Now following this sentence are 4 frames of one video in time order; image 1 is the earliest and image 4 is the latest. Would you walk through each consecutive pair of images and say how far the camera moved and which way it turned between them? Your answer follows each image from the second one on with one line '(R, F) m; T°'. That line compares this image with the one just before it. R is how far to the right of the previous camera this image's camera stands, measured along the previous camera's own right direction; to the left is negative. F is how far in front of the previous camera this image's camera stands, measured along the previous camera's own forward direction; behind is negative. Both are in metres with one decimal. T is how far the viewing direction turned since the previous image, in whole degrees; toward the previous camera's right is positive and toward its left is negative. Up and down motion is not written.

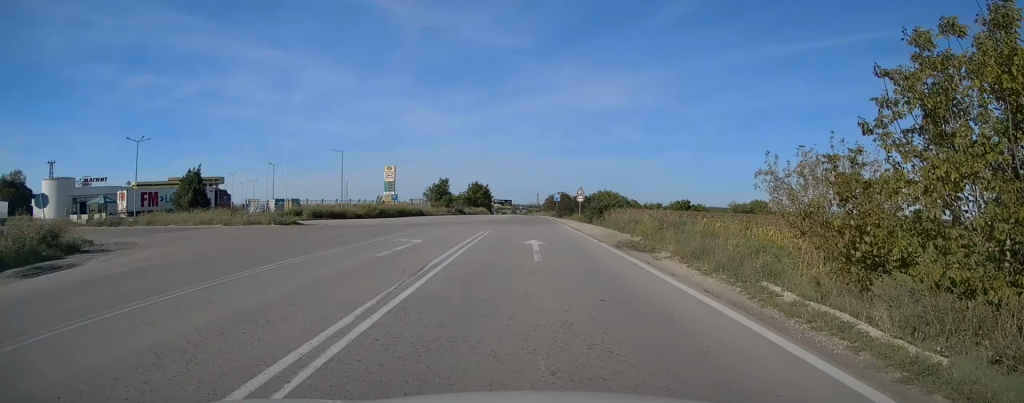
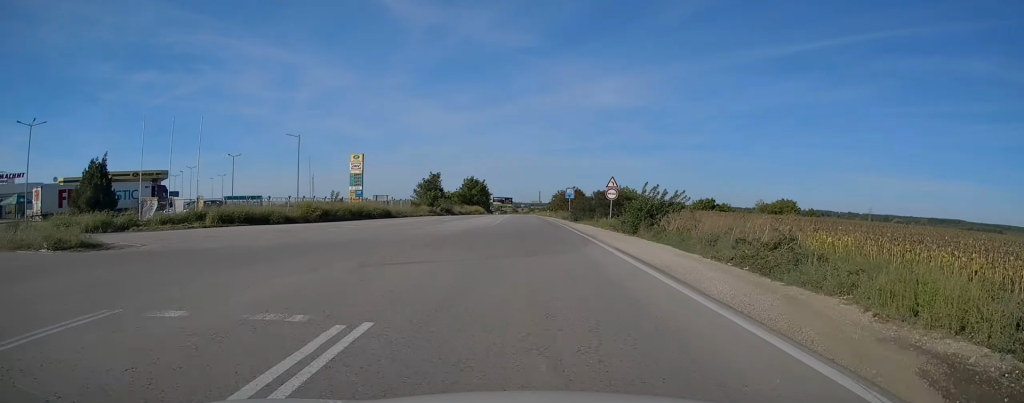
(+0.3, +19.2) m; 0°
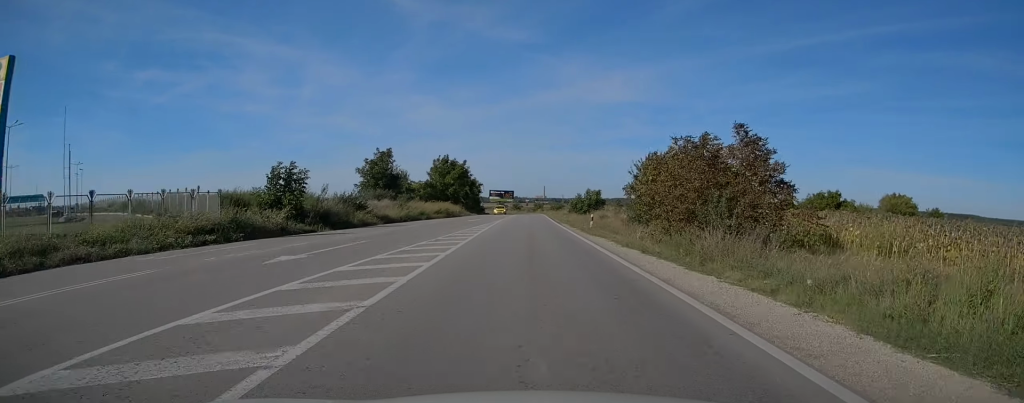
(-0.5, +54.2) m; -1°
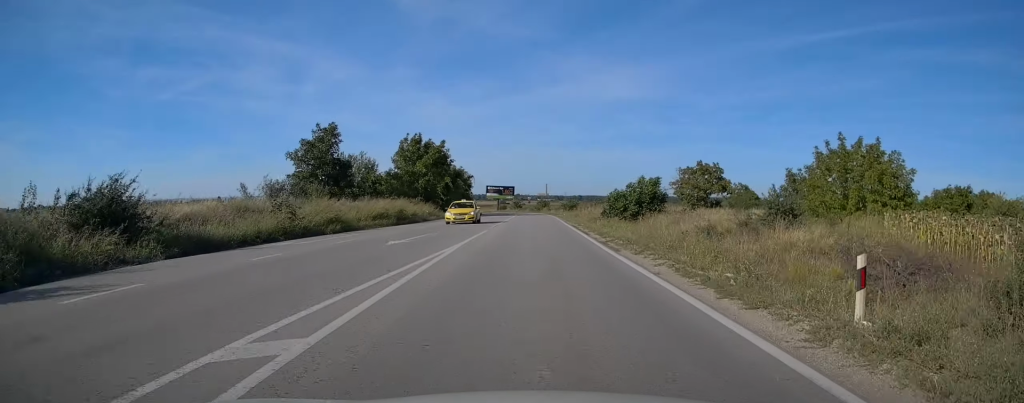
(+0.3, +26.6) m; +1°
